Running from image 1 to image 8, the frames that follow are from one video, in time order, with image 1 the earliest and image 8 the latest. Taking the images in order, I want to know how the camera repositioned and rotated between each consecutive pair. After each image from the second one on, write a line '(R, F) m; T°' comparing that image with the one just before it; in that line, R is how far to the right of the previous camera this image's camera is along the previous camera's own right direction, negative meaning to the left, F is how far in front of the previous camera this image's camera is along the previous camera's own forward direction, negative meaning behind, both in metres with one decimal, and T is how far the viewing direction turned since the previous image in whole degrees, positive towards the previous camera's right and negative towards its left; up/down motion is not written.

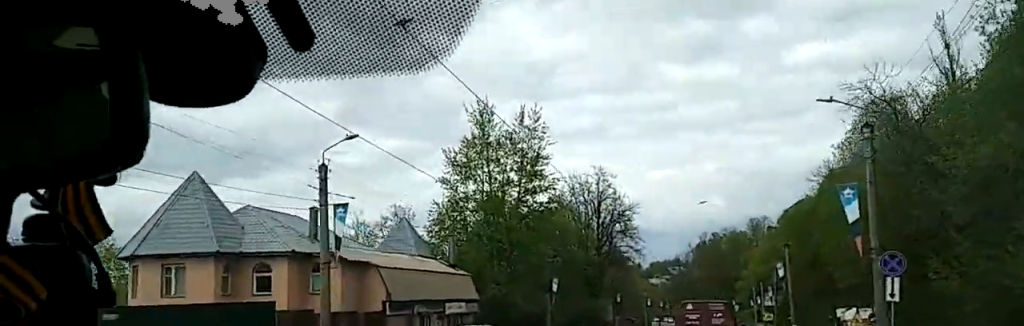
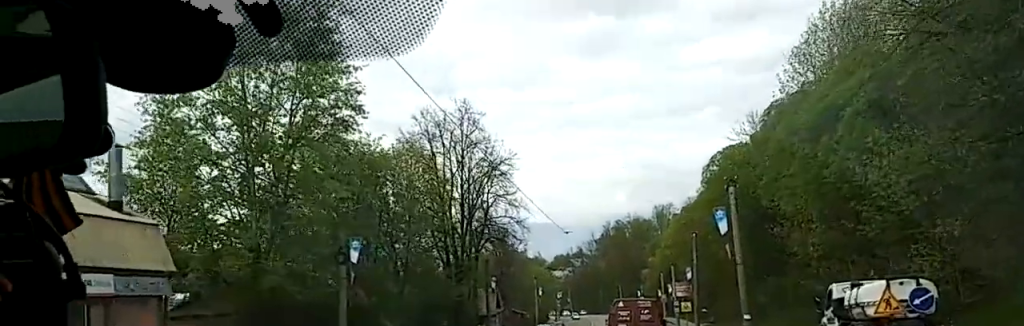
(+3.1, +28.0) m; +10°
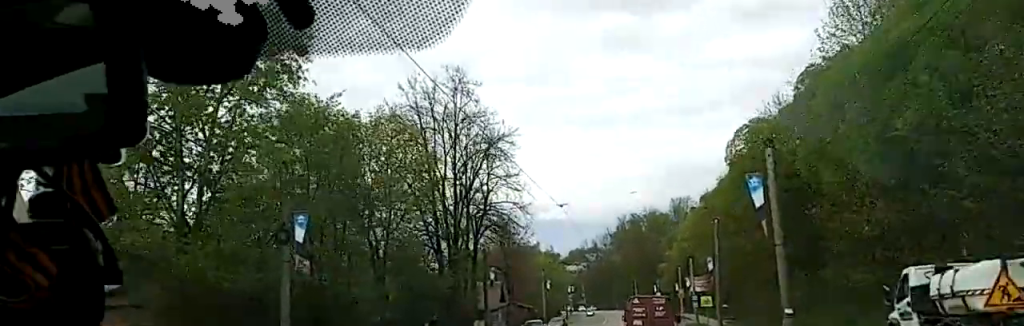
(+0.2, +7.5) m; +1°
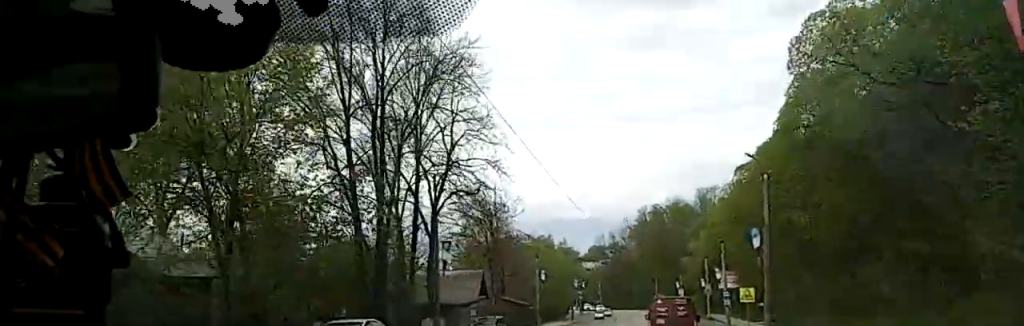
(-0.3, +21.1) m; -1°
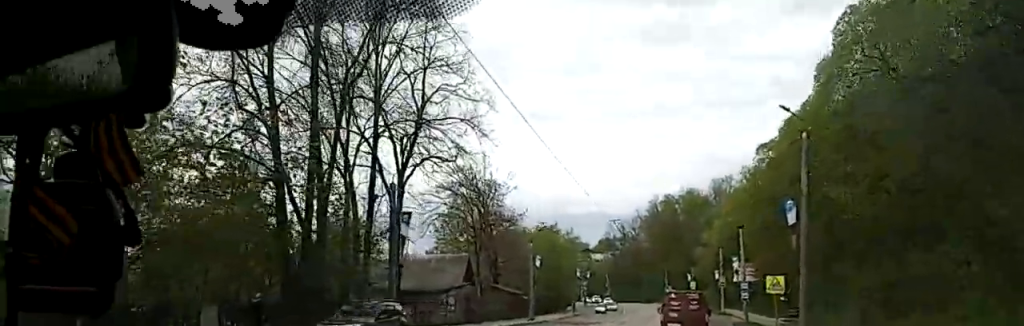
(-0.2, +10.3) m; 0°
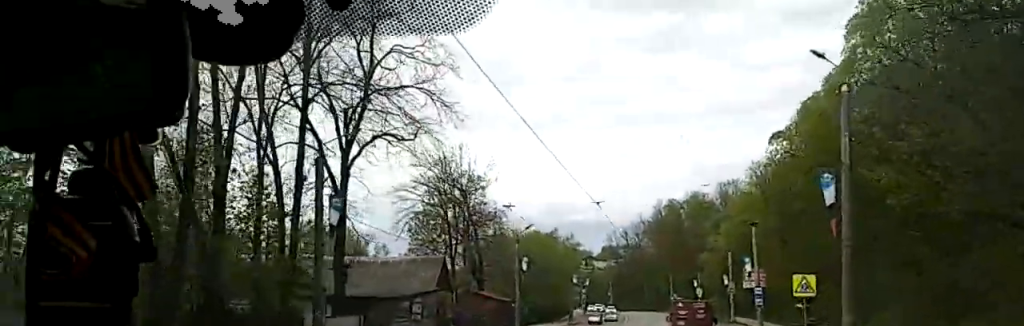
(+0.1, +8.4) m; 0°
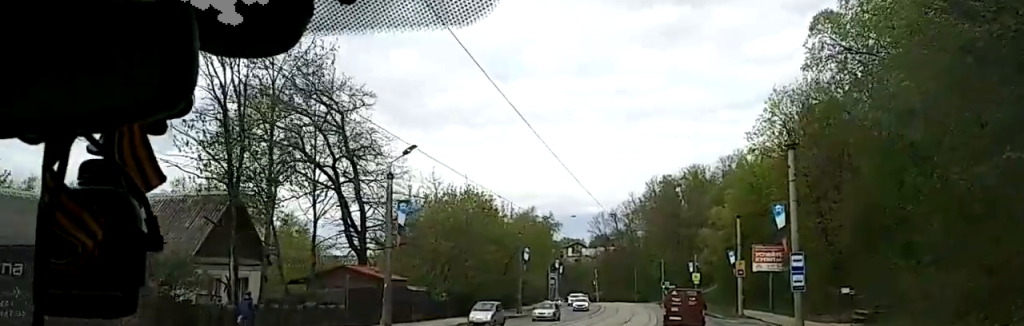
(+0.5, +28.7) m; +3°
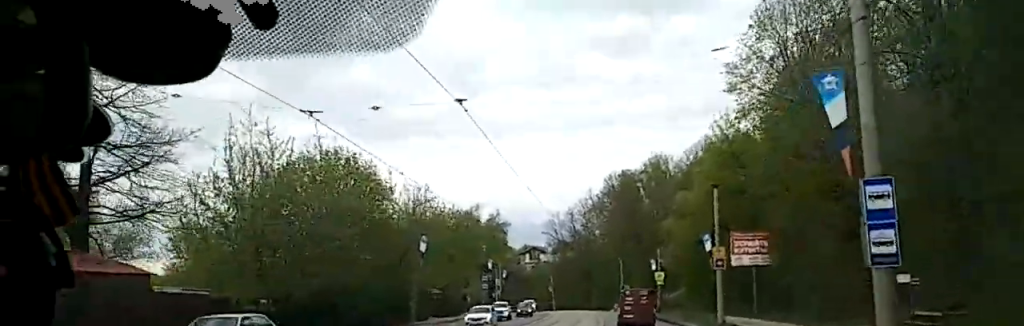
(+0.8, +21.8) m; +1°
